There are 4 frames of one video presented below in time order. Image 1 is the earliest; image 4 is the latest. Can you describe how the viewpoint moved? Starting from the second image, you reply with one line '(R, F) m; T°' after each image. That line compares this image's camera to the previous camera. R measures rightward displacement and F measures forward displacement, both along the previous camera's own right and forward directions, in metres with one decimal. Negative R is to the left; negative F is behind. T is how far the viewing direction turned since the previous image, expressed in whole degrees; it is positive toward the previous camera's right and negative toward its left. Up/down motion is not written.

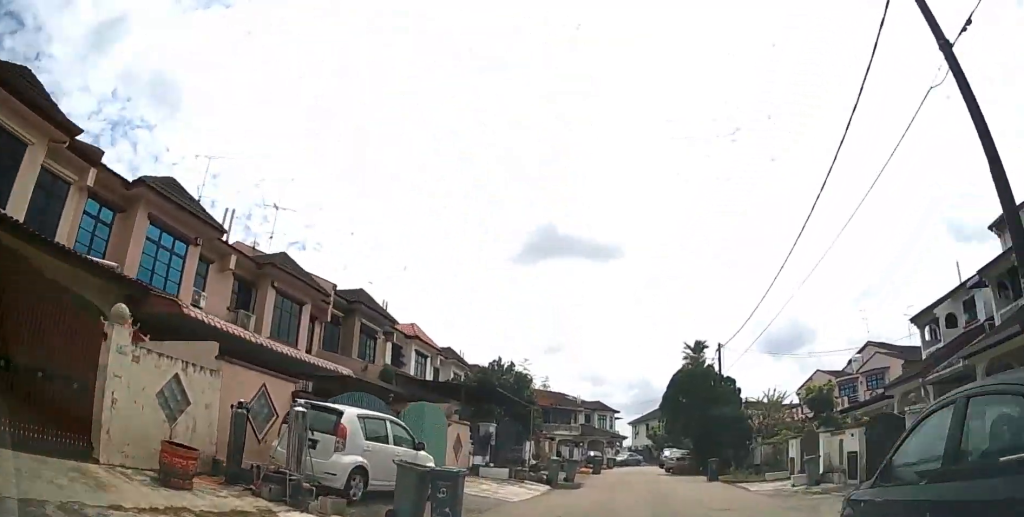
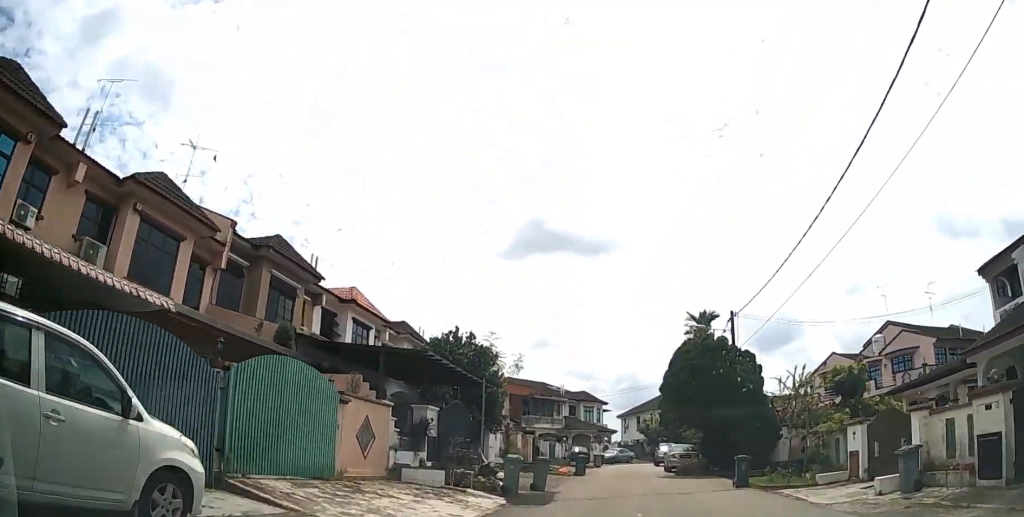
(0.0, +6.9) m; 0°
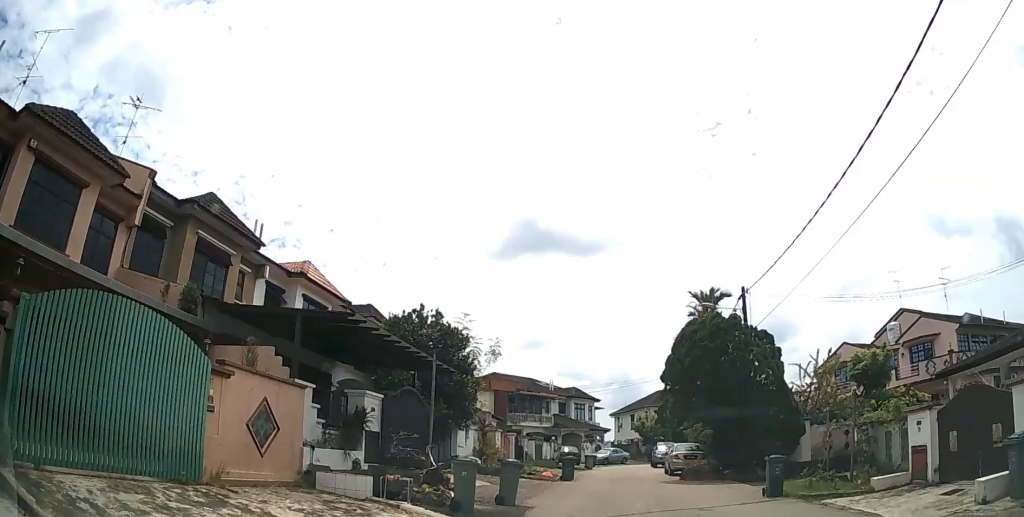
(0.0, +4.0) m; +1°
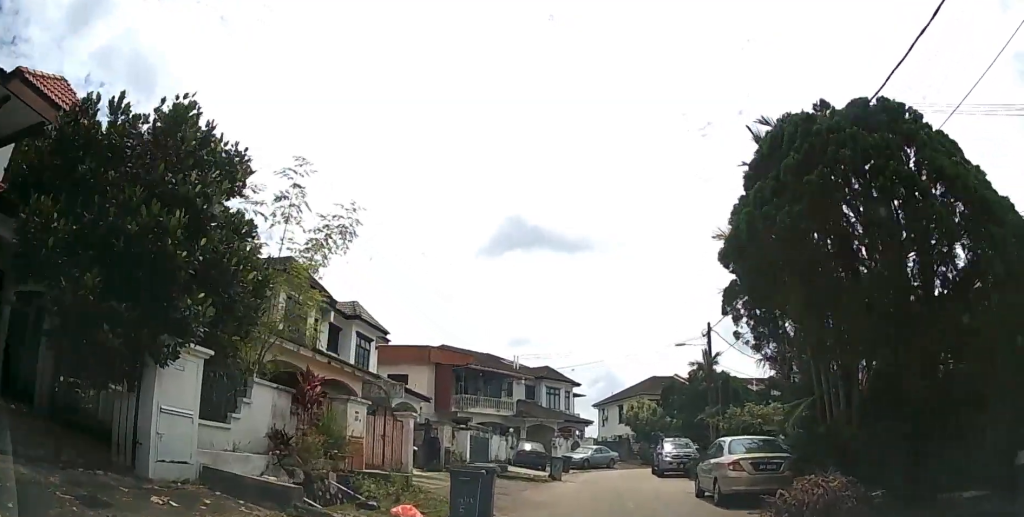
(+0.4, +14.0) m; +2°
